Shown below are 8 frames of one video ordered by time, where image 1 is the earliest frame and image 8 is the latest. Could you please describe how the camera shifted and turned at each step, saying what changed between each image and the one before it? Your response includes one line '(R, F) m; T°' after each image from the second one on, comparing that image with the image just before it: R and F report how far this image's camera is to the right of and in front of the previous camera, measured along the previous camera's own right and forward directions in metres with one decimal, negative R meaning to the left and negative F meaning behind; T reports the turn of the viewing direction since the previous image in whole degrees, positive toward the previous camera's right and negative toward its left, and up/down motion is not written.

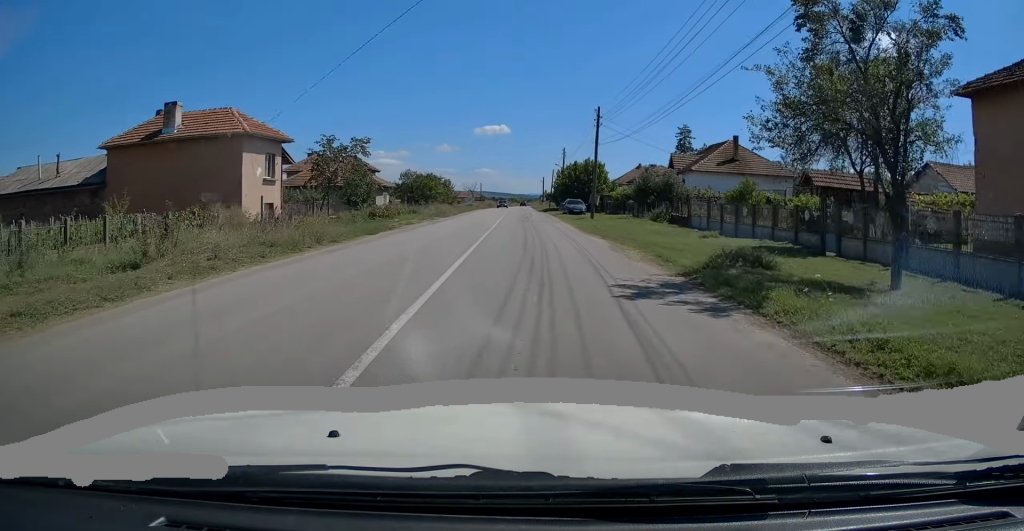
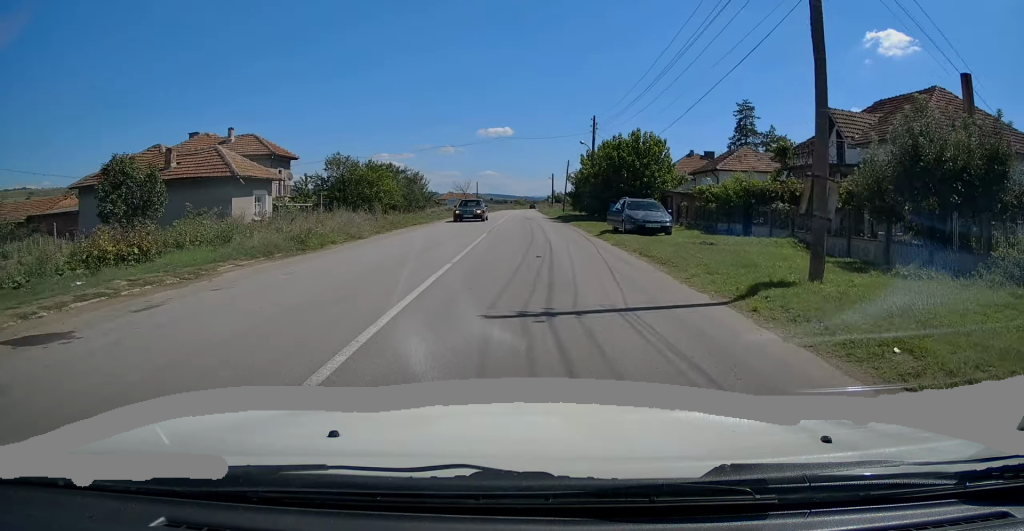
(0.0, +29.4) m; 0°
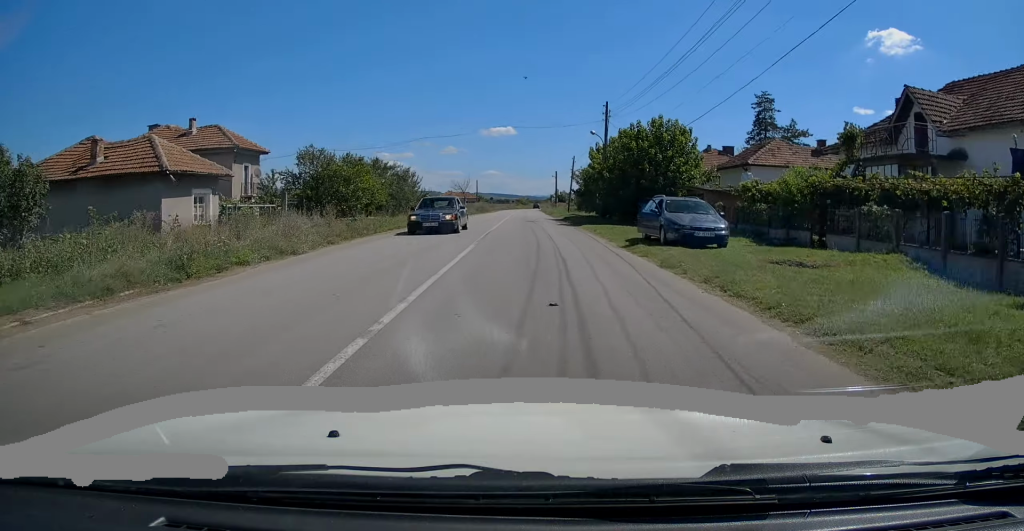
(0.0, +6.1) m; 0°
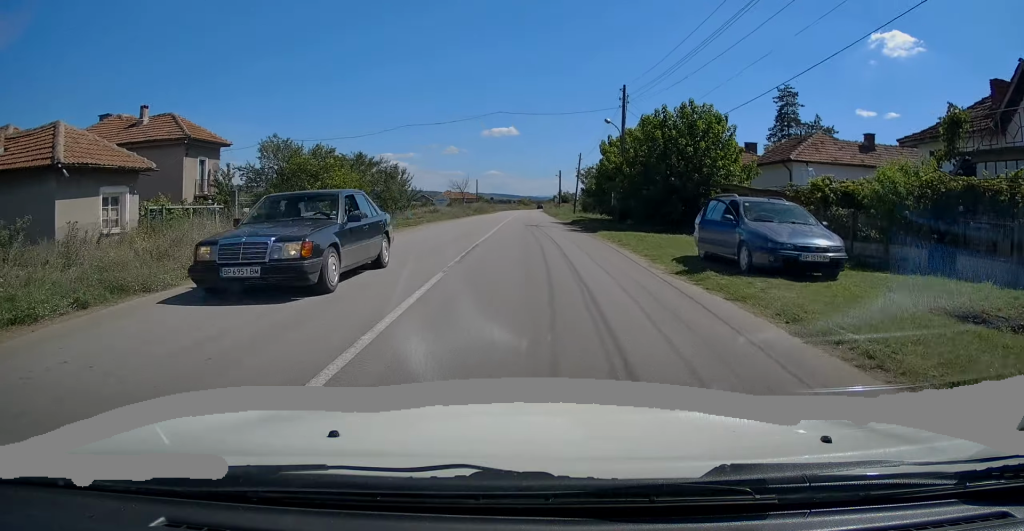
(0.0, +6.1) m; 0°
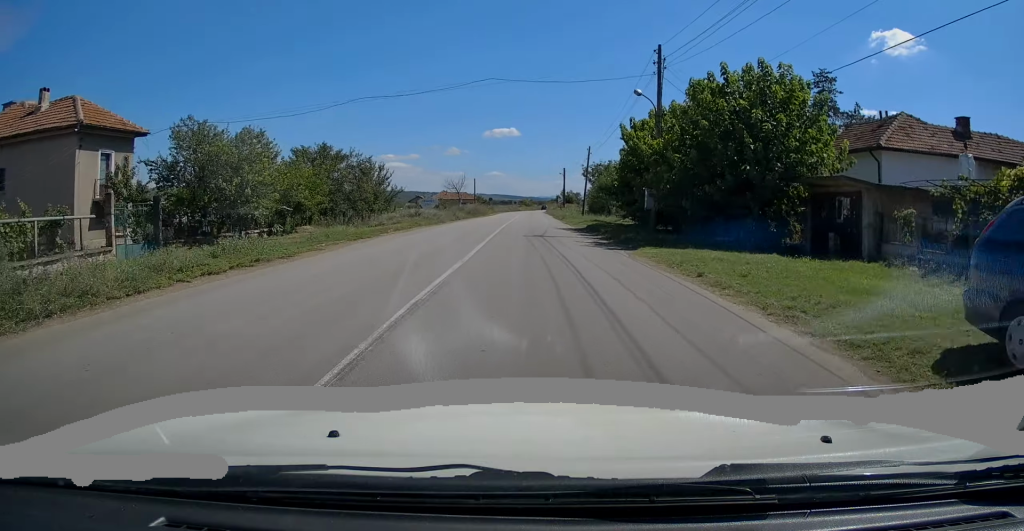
(0.0, +8.9) m; 0°
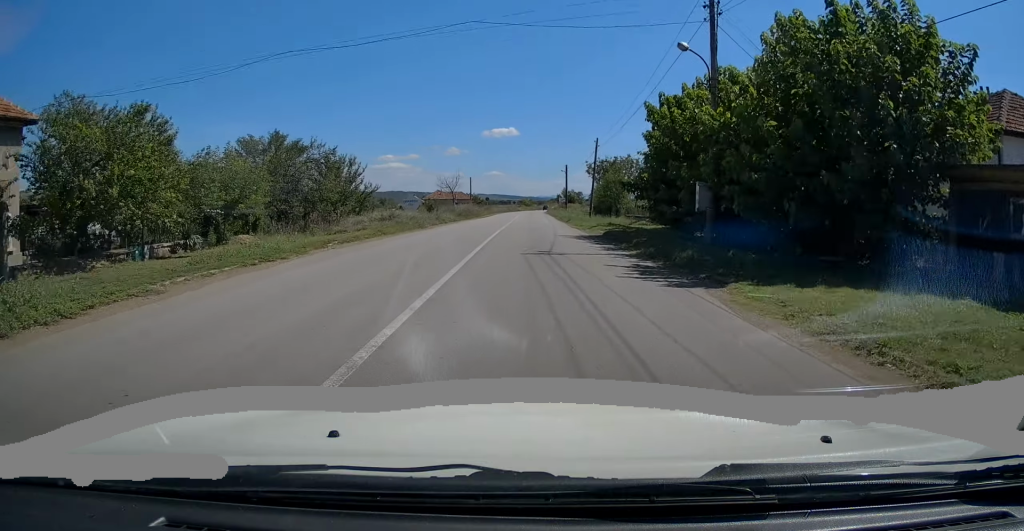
(0.0, +7.6) m; 0°
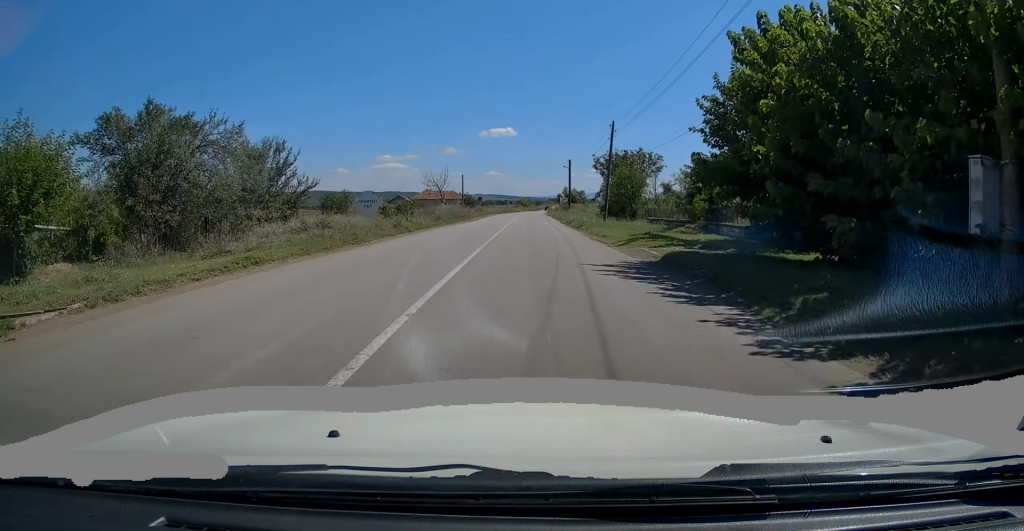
(0.0, +11.4) m; 0°
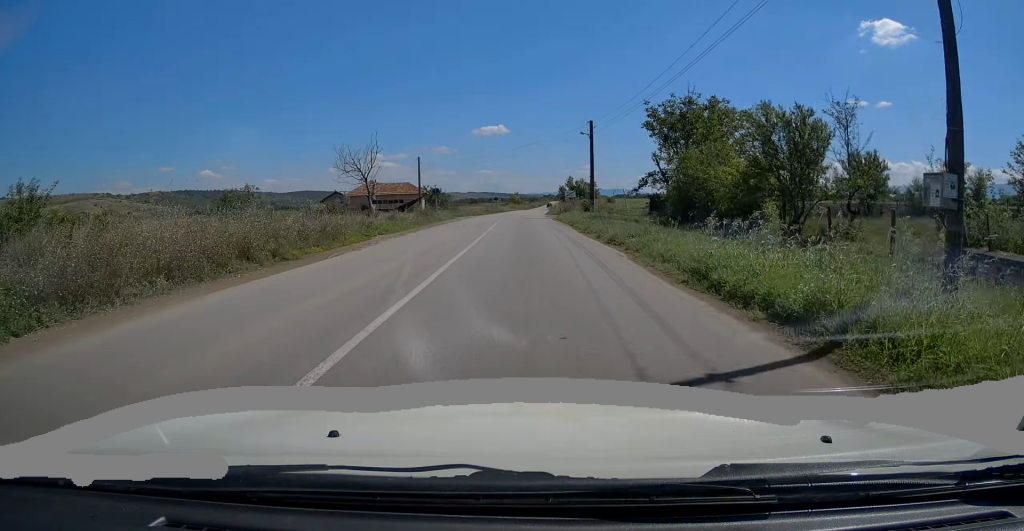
(+0.4, +36.4) m; +1°
